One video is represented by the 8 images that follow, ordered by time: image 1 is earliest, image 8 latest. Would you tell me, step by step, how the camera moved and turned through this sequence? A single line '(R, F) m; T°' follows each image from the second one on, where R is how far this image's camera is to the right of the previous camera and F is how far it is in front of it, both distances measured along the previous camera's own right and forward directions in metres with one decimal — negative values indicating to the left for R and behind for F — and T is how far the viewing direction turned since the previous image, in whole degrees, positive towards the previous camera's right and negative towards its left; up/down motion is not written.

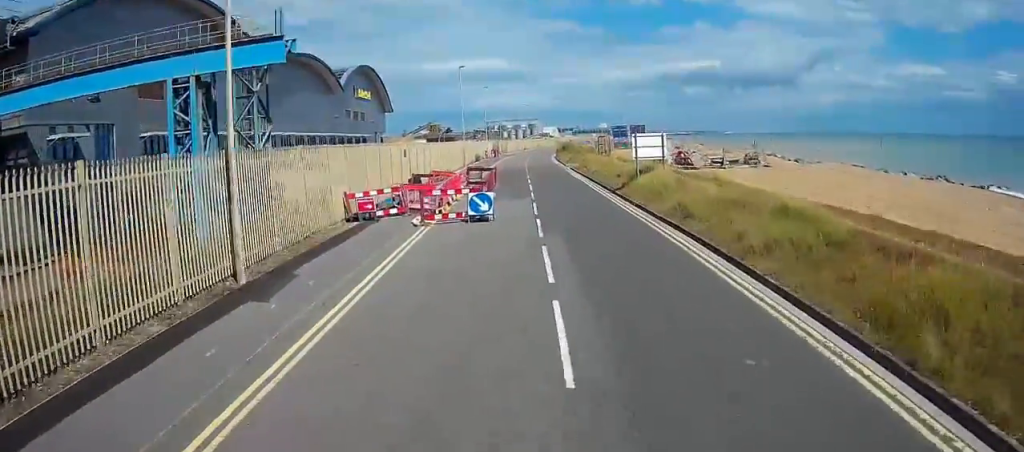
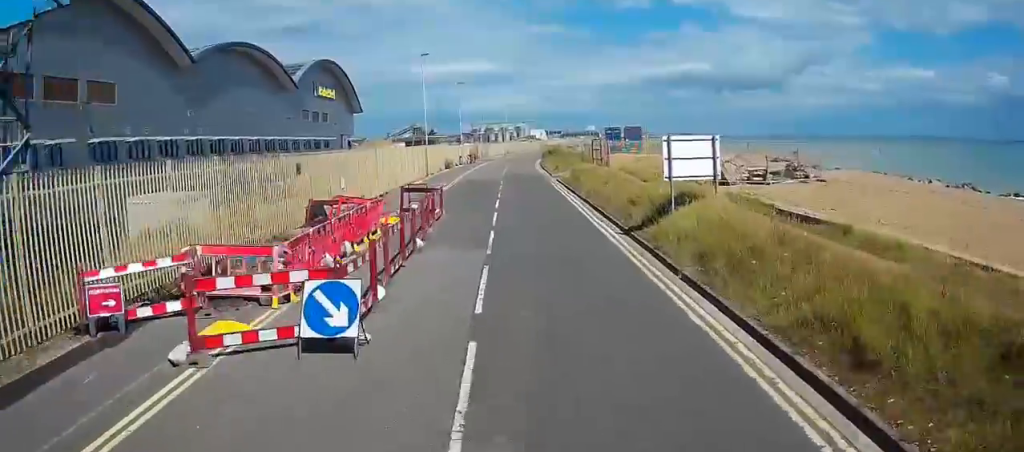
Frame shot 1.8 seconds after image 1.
(+0.2, +13.8) m; +1°
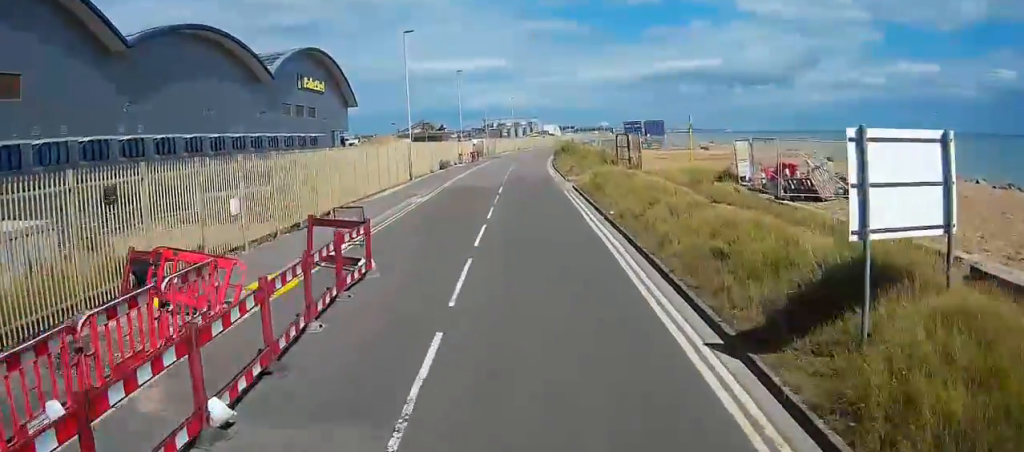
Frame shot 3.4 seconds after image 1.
(+0.1, +13.1) m; 0°
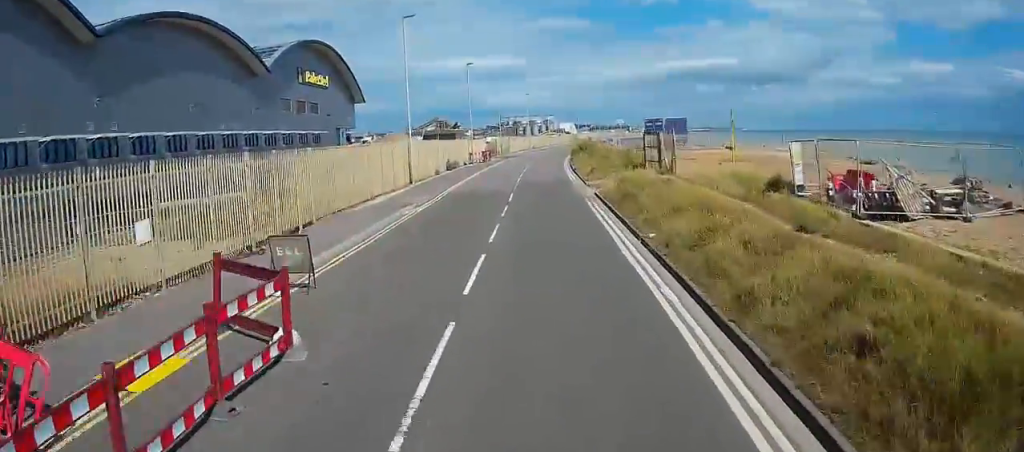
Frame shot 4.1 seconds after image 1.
(0.0, +6.5) m; 0°
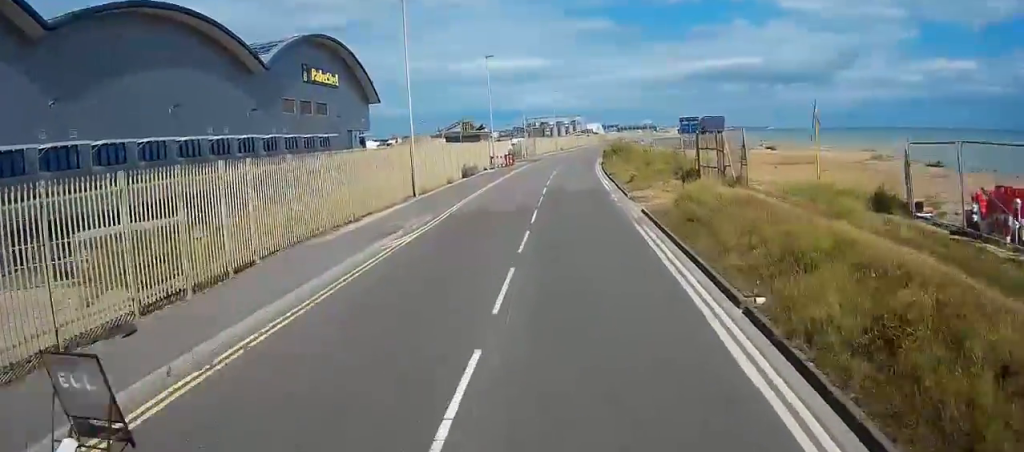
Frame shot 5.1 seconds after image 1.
(0.0, +8.7) m; 0°
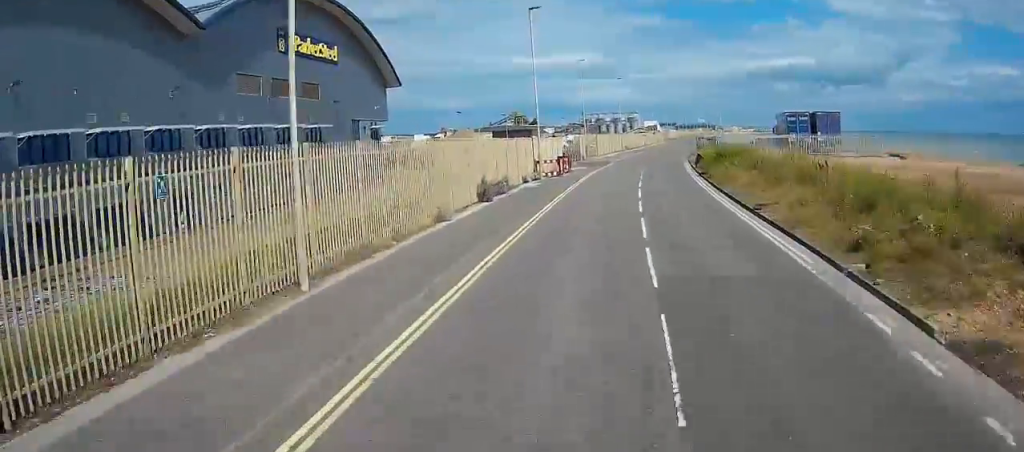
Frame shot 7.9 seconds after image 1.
(+0.1, +24.2) m; -2°
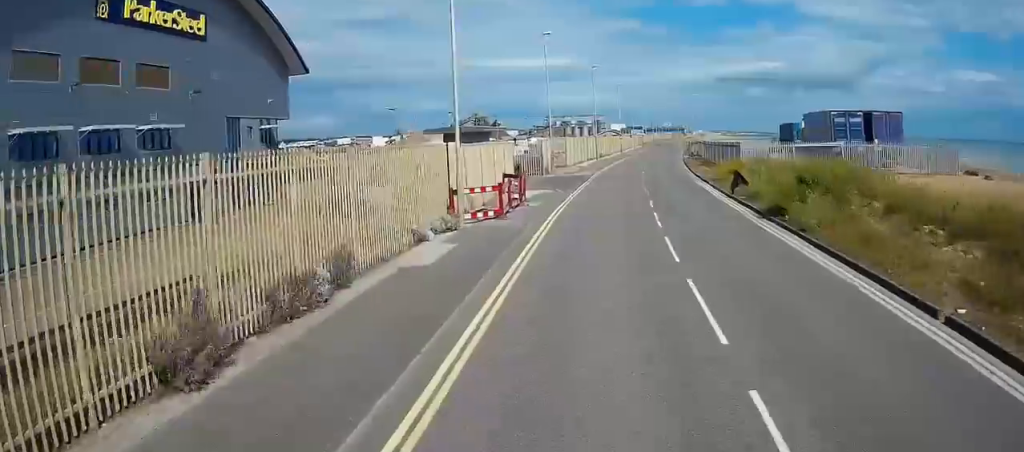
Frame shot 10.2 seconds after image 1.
(-0.5, +22.2) m; 0°
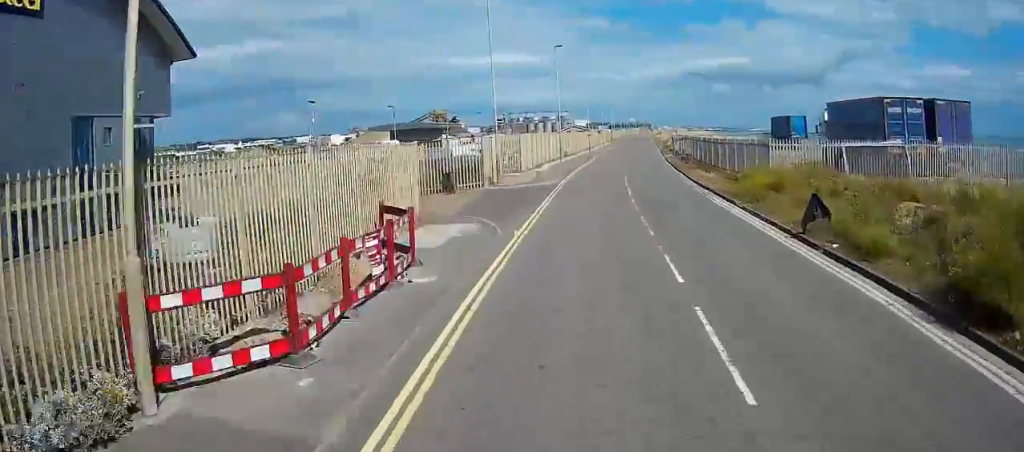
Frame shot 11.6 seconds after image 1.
(+0.3, +15.2) m; +1°
